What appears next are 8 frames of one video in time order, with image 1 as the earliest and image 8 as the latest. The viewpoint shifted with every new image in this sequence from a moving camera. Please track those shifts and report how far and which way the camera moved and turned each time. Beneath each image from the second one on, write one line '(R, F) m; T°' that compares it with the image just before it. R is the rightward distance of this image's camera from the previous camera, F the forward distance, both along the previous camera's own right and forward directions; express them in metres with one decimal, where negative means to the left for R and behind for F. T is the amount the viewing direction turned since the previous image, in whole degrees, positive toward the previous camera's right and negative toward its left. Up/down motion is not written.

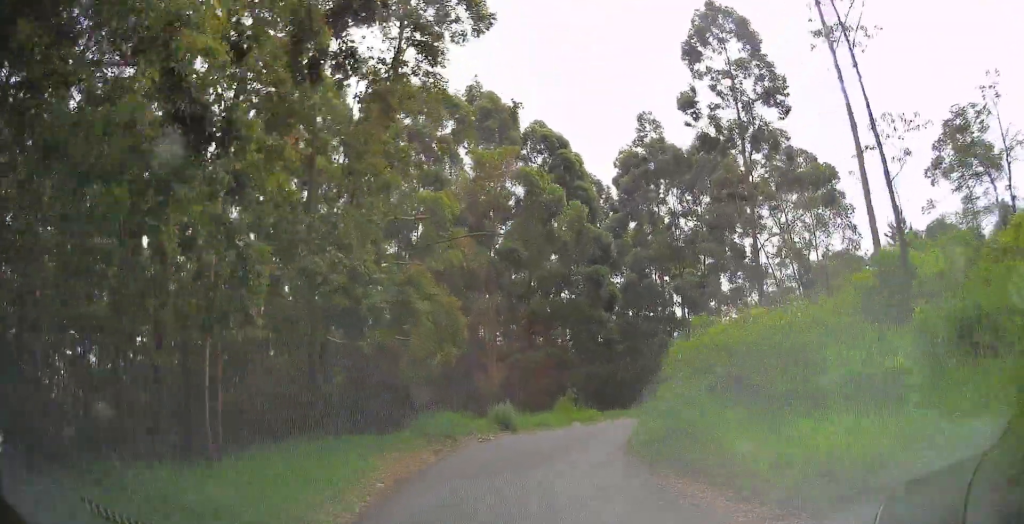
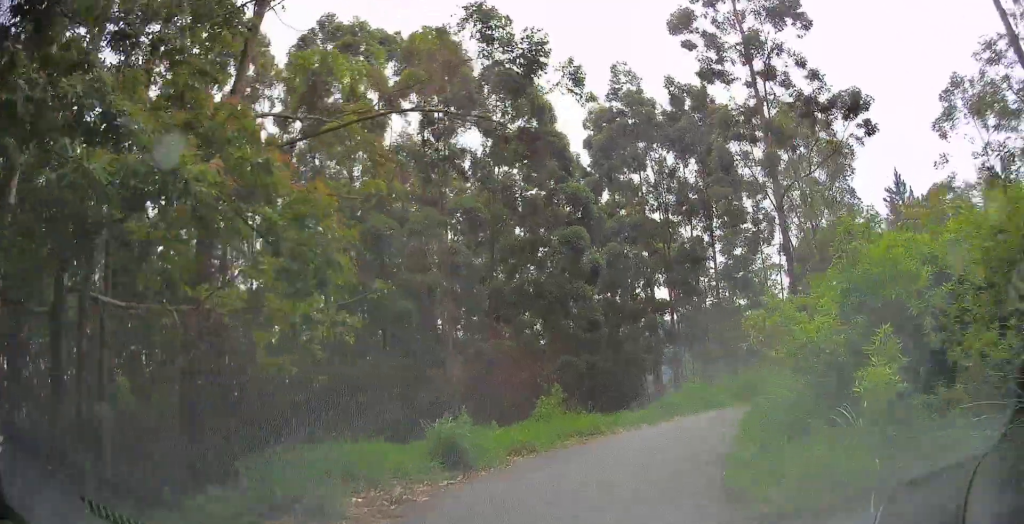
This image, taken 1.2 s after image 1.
(+0.2, +9.0) m; +1°
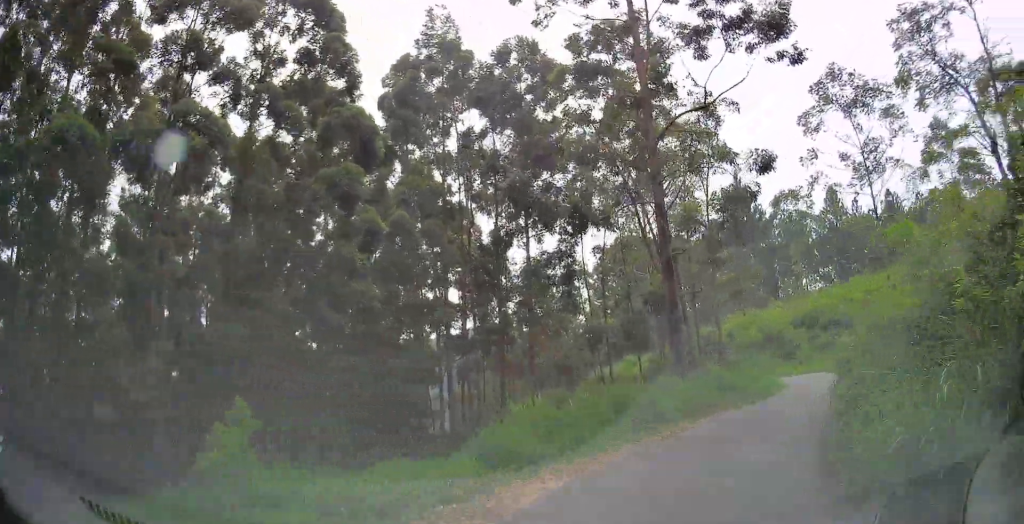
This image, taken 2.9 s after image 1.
(+1.1, +10.4) m; +21°
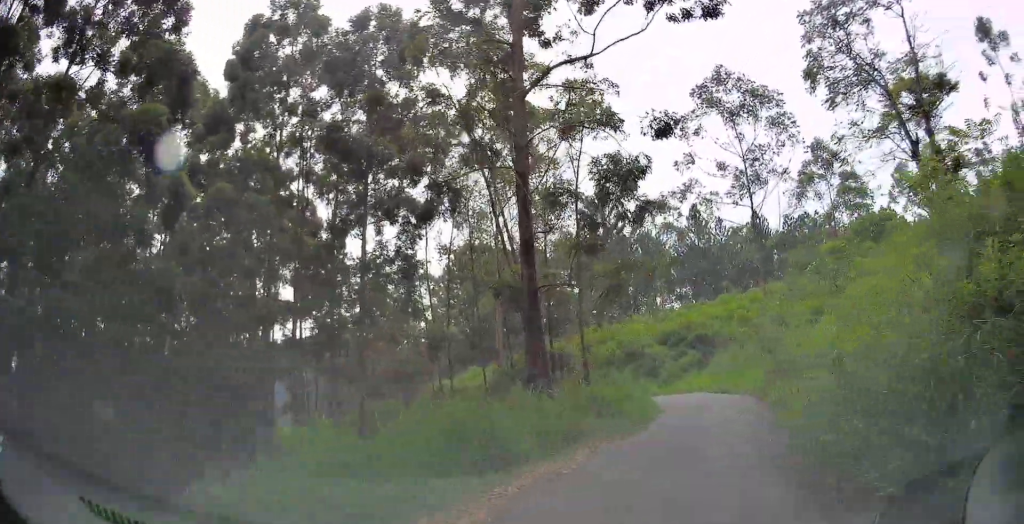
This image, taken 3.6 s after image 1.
(+0.6, +4.4) m; +14°
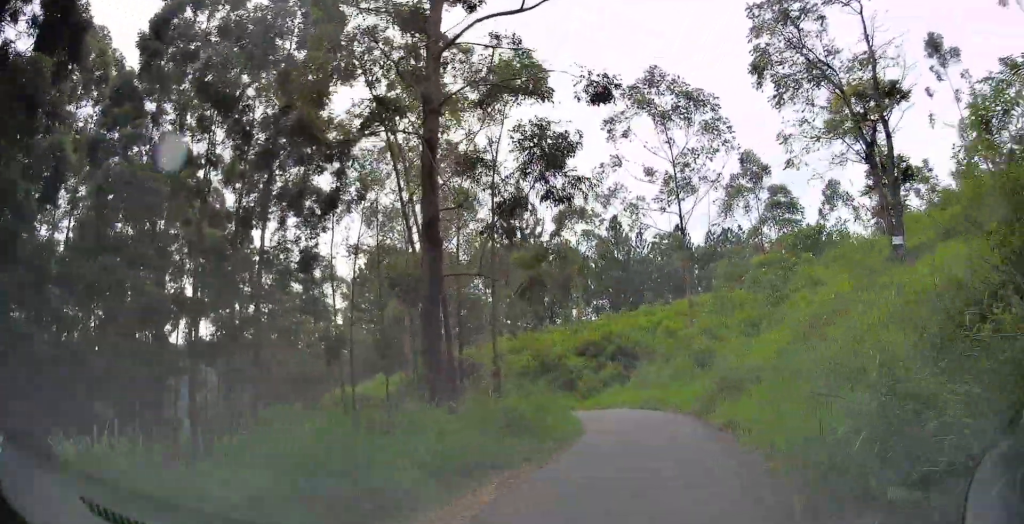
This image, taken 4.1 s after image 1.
(0.0, +2.6) m; +8°
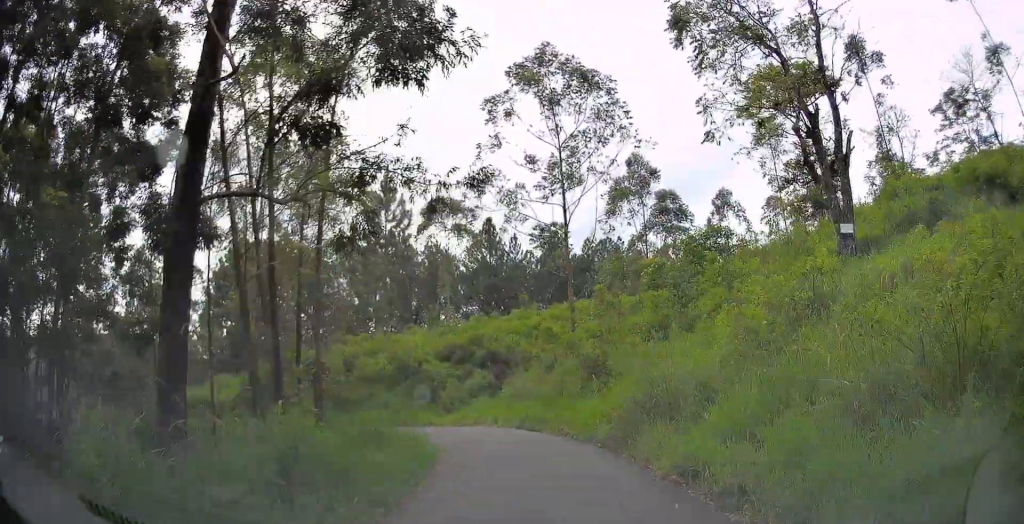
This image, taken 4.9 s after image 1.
(+0.8, +5.1) m; +9°
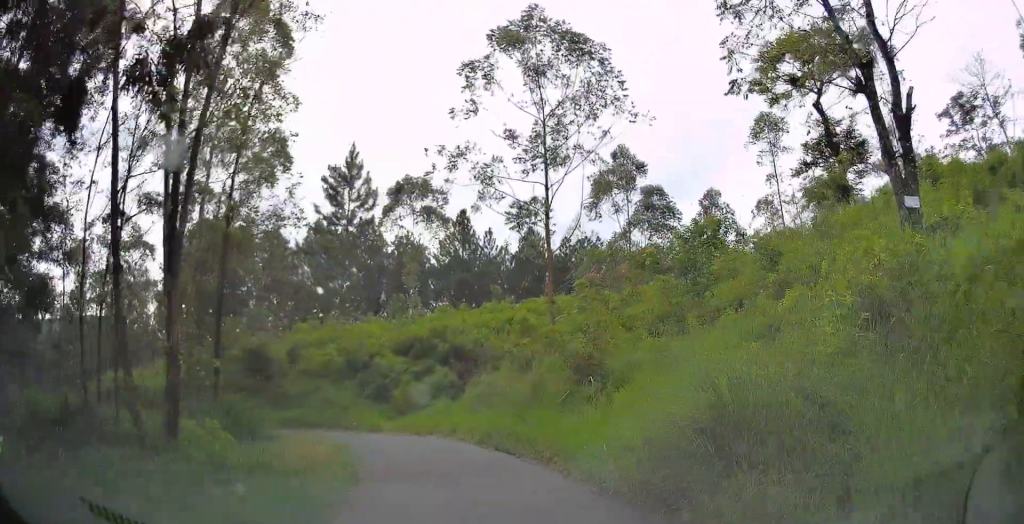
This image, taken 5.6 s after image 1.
(+0.2, +4.9) m; +1°
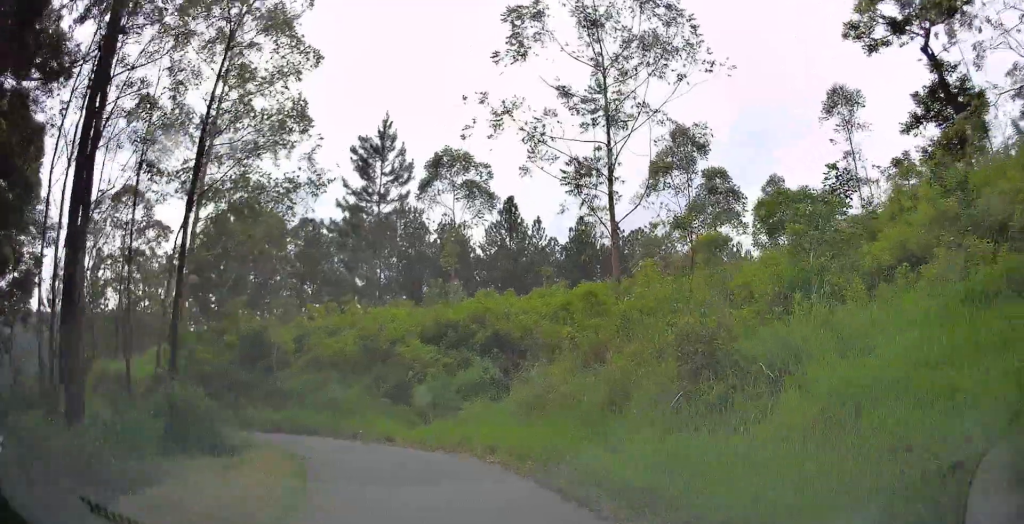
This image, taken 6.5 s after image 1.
(-0.1, +5.8) m; -3°
